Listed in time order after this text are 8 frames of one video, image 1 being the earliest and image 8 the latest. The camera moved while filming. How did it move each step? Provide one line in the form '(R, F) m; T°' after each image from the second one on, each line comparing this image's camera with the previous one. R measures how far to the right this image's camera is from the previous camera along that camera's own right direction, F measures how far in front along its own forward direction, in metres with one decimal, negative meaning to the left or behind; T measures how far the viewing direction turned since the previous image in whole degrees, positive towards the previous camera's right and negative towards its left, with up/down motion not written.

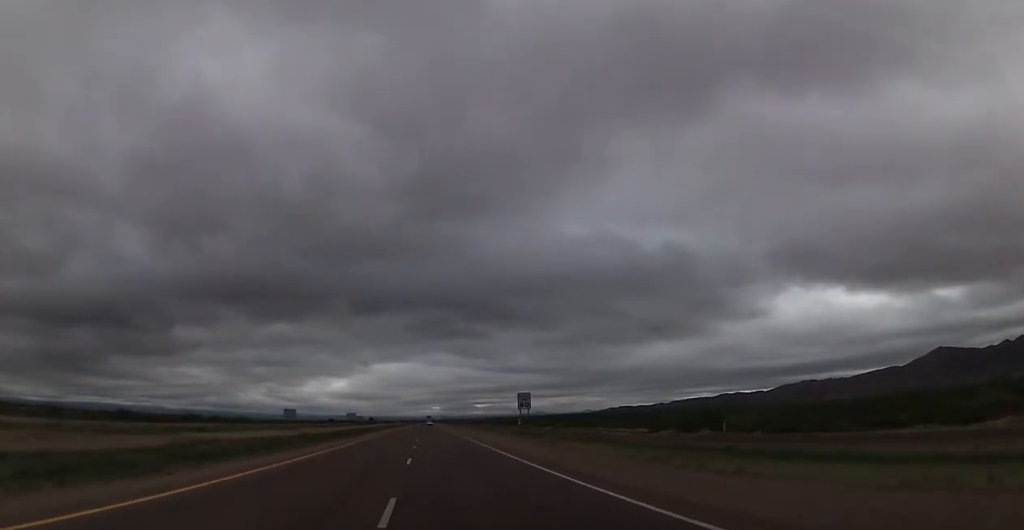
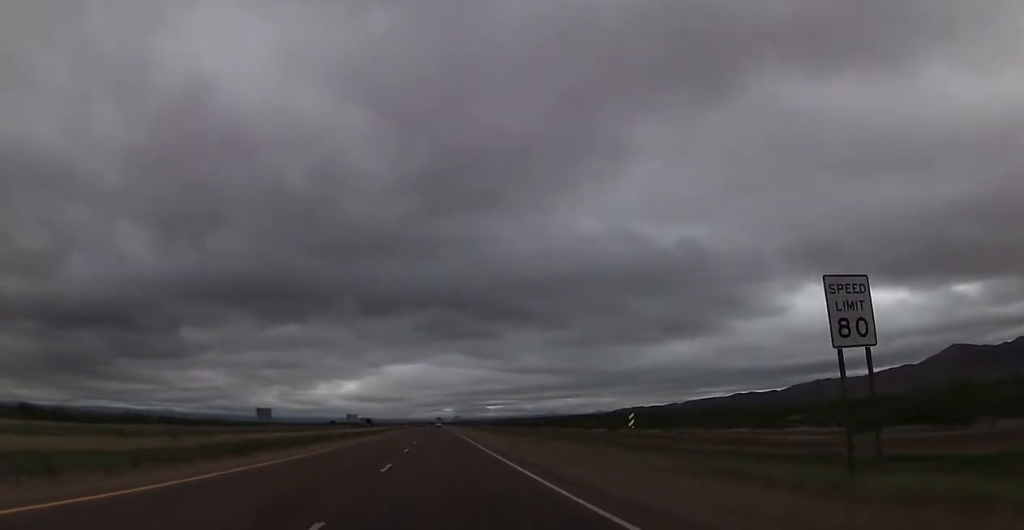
(+0.1, +51.7) m; -1°
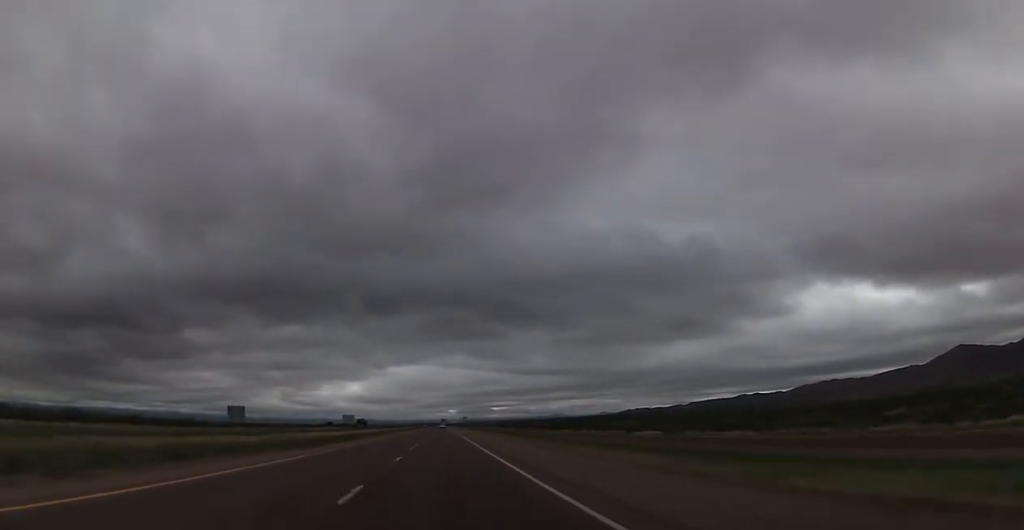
(-0.4, +31.3) m; -1°
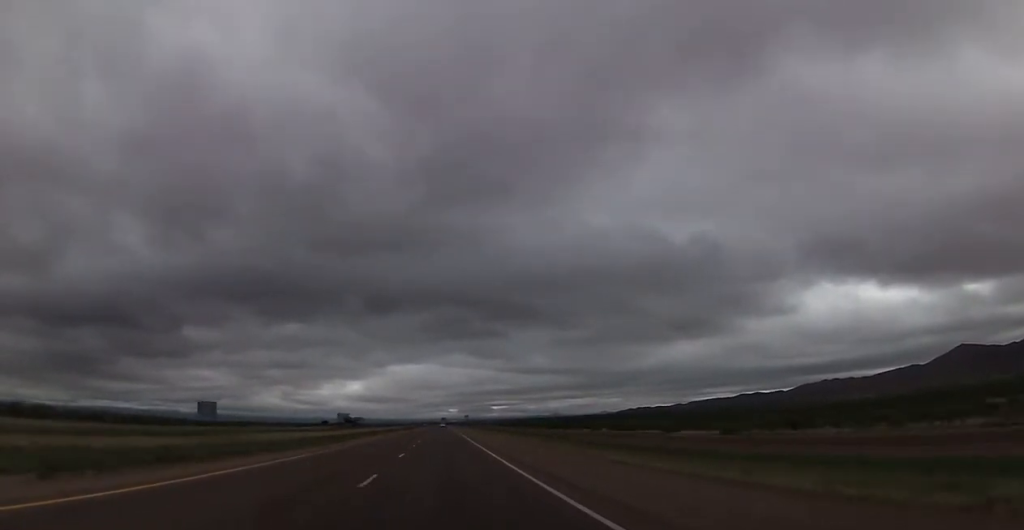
(0.0, +21.7) m; 0°
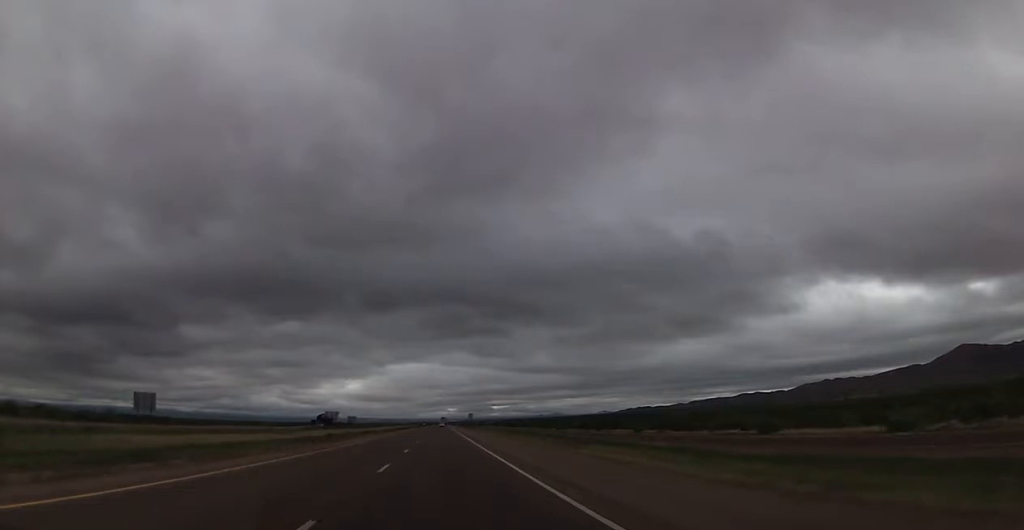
(0.0, +32.5) m; 0°
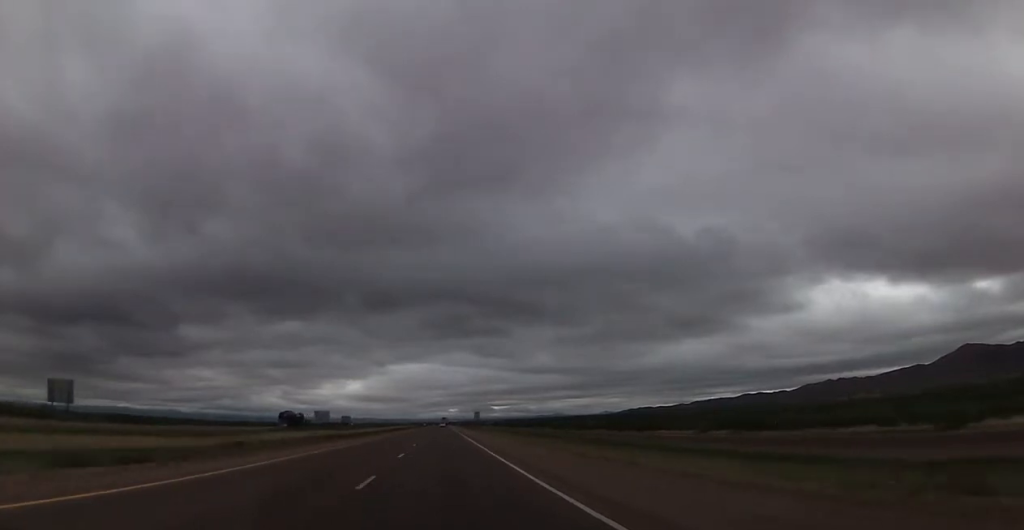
(-0.1, +28.9) m; 0°
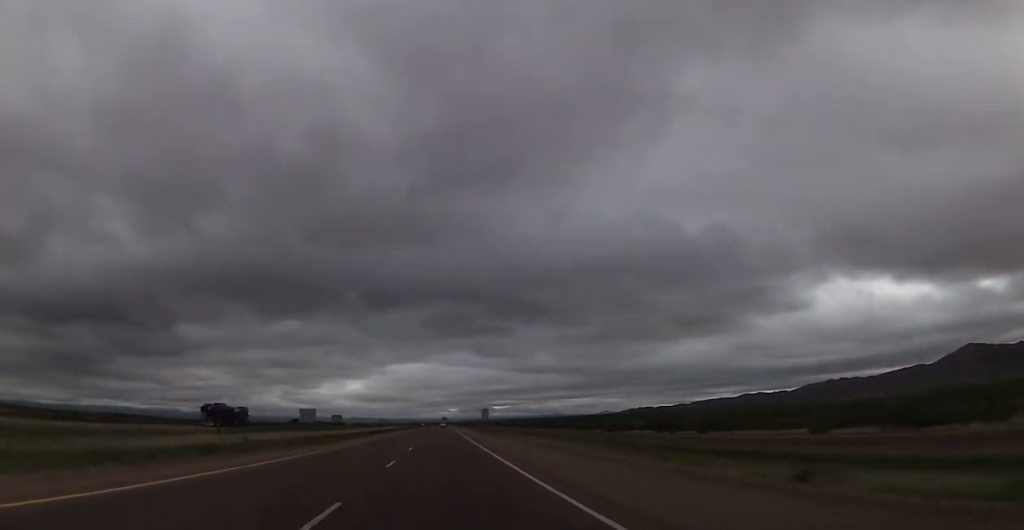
(-0.3, +30.1) m; 0°
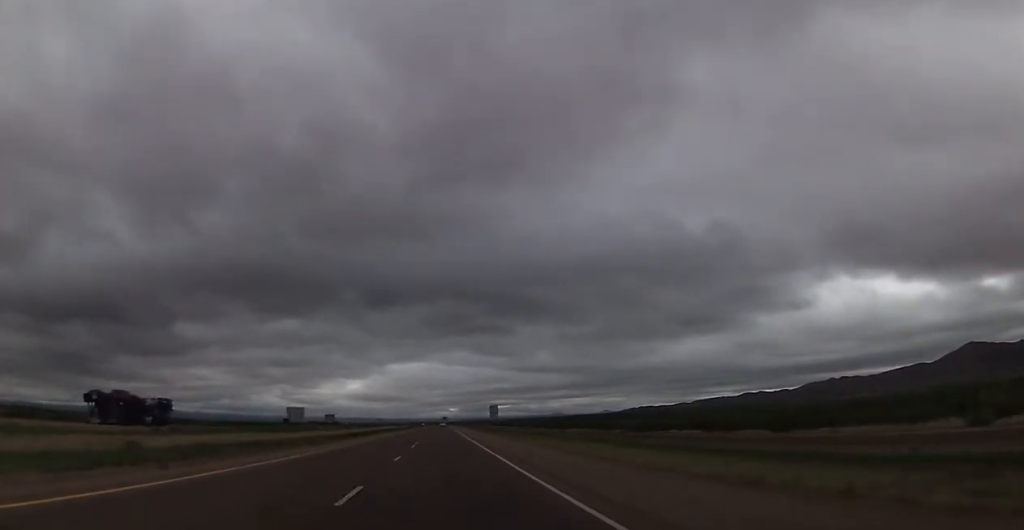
(+0.3, +21.7) m; +1°
